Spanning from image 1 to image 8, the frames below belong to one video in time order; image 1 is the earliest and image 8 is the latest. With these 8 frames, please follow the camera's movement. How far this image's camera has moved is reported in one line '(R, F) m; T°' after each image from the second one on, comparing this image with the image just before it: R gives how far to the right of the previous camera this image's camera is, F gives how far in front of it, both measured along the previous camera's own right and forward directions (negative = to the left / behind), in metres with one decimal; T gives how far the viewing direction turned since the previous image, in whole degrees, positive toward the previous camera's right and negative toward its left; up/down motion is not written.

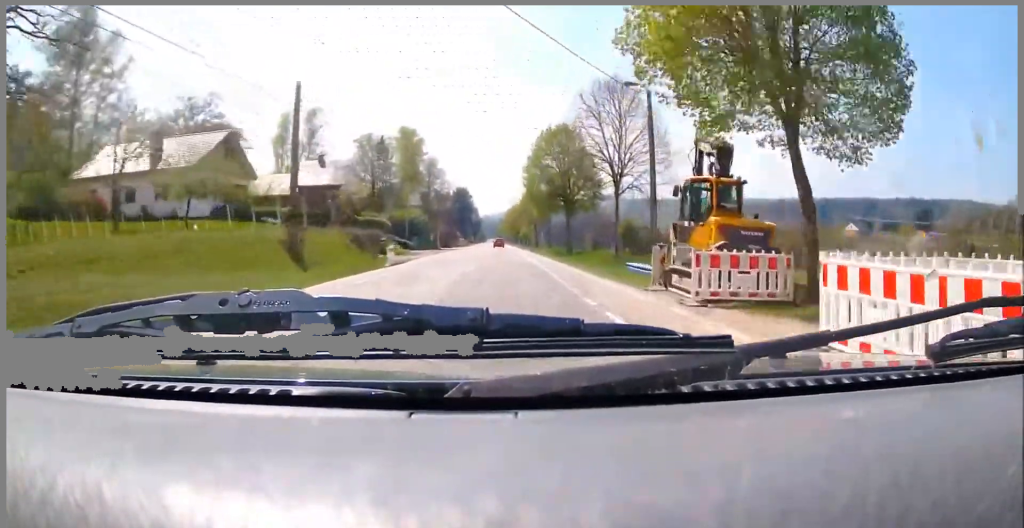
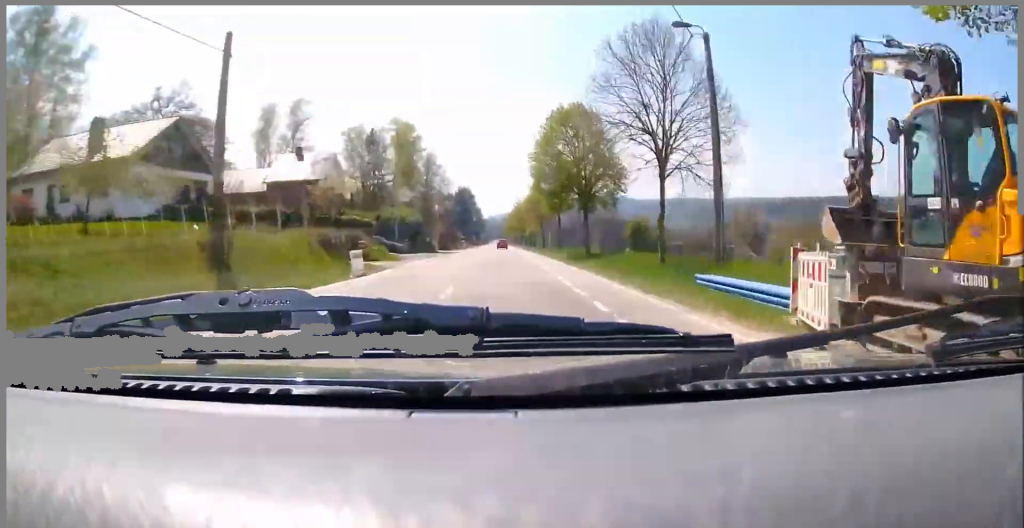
(-0.1, +8.3) m; 0°
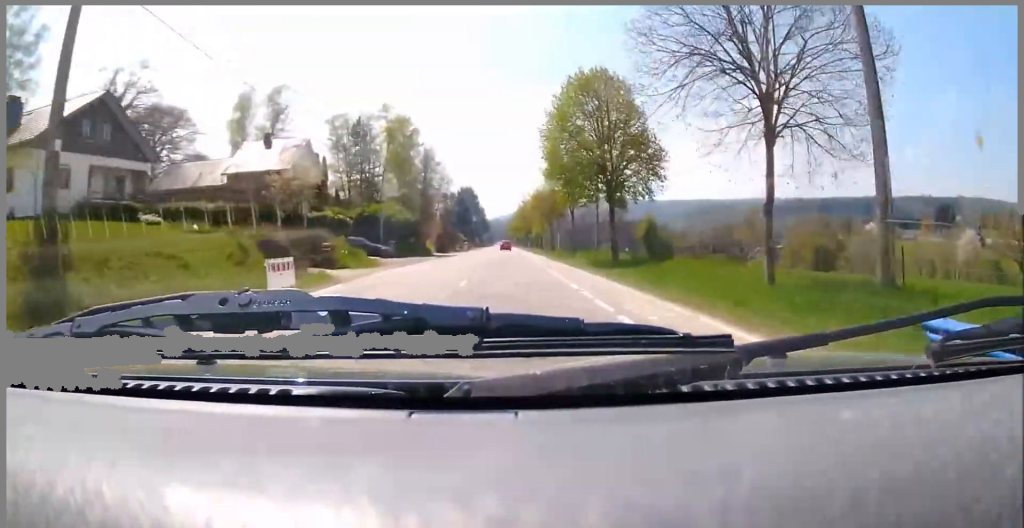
(+0.2, +9.1) m; +1°
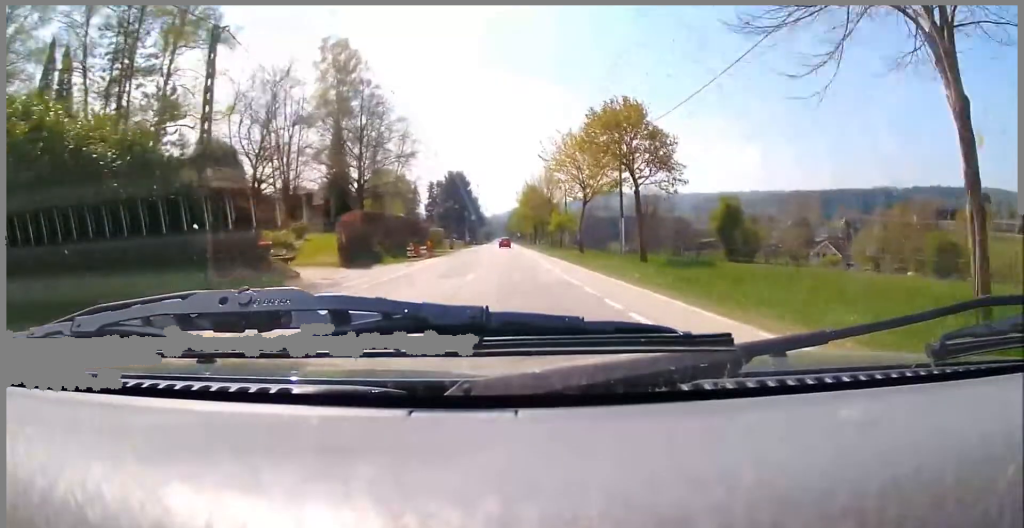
(0.0, +46.1) m; -1°
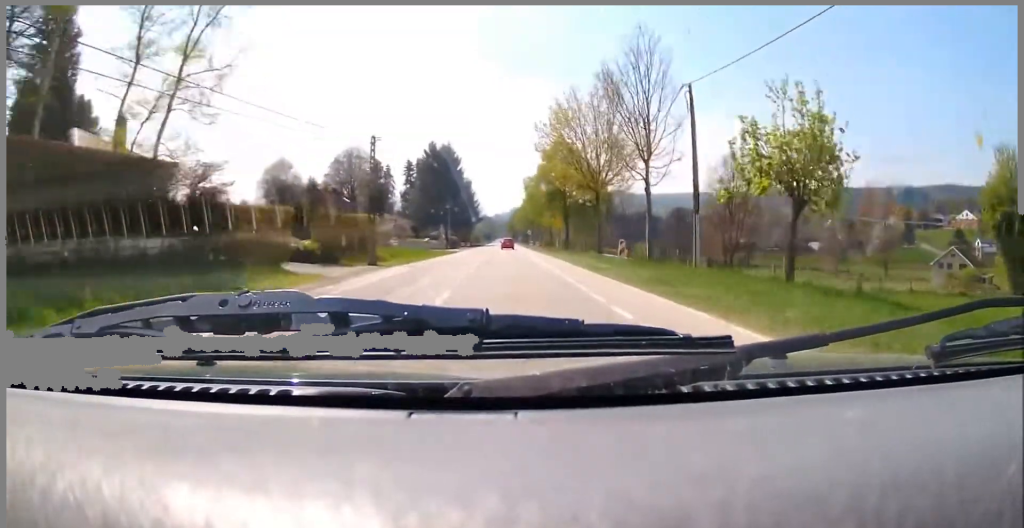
(-0.7, +53.3) m; -1°
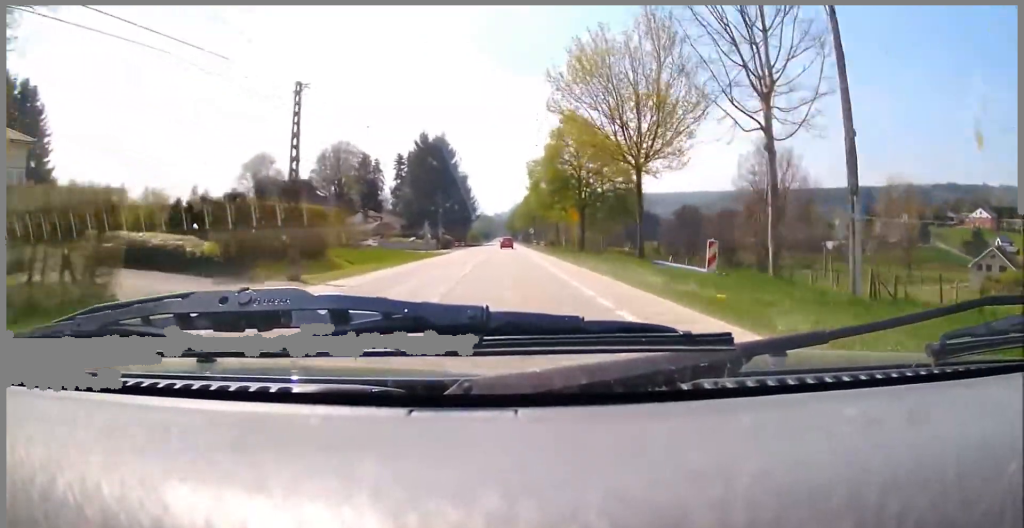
(+0.3, +13.0) m; -1°
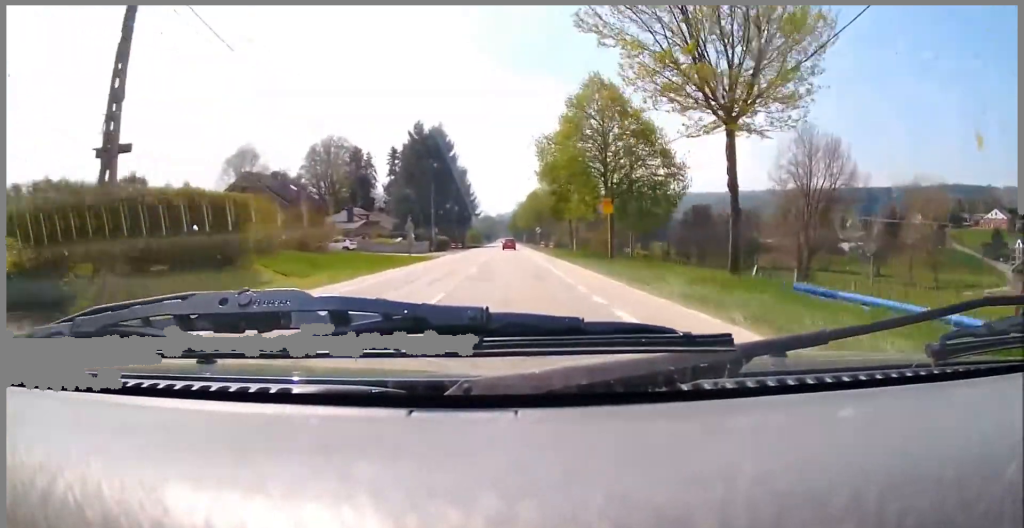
(-0.2, +11.5) m; -1°
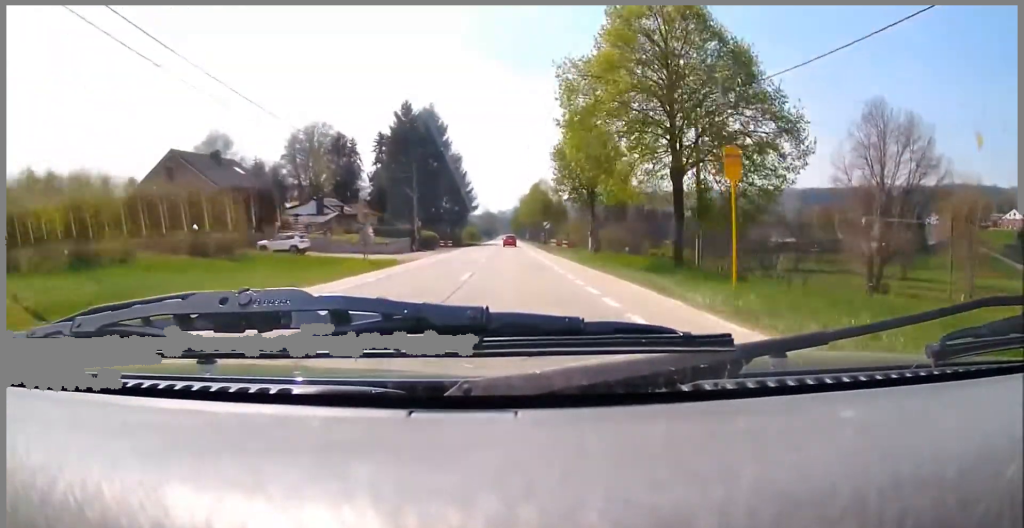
(-0.5, +15.1) m; -1°
